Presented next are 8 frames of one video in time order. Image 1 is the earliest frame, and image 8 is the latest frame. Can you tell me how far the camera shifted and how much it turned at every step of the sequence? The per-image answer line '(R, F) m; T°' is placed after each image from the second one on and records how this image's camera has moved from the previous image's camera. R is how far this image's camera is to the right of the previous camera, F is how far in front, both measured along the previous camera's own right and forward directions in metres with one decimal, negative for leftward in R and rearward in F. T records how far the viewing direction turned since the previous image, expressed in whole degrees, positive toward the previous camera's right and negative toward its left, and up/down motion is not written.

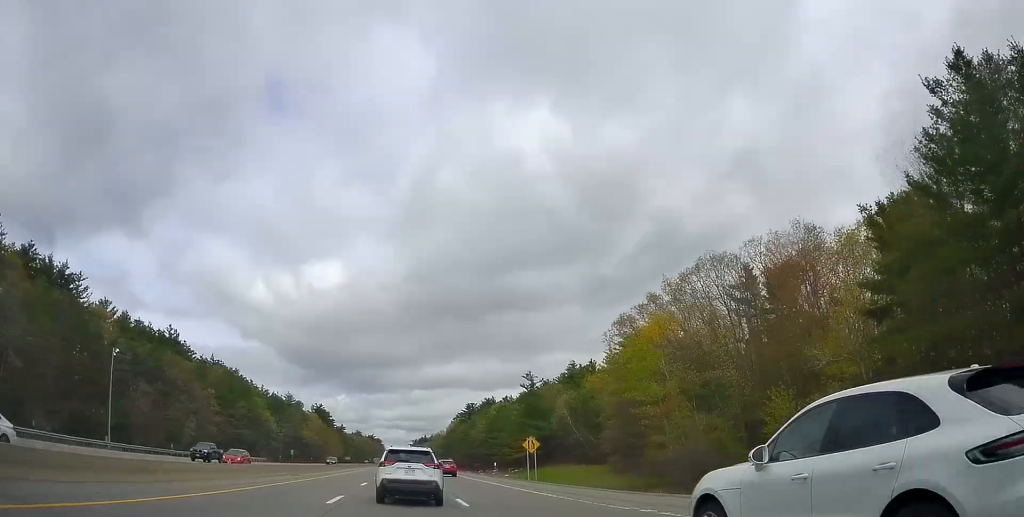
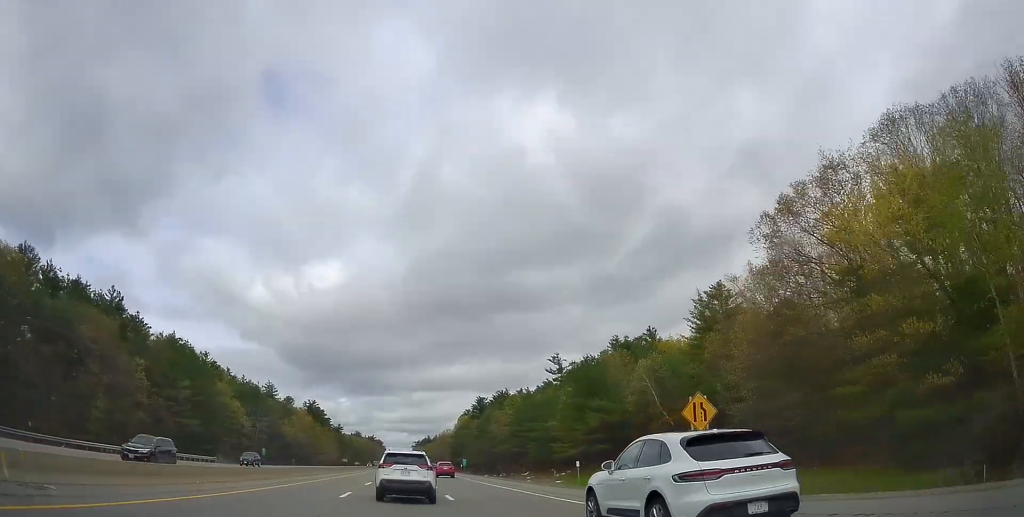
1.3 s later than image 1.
(+0.4, +34.2) m; 0°
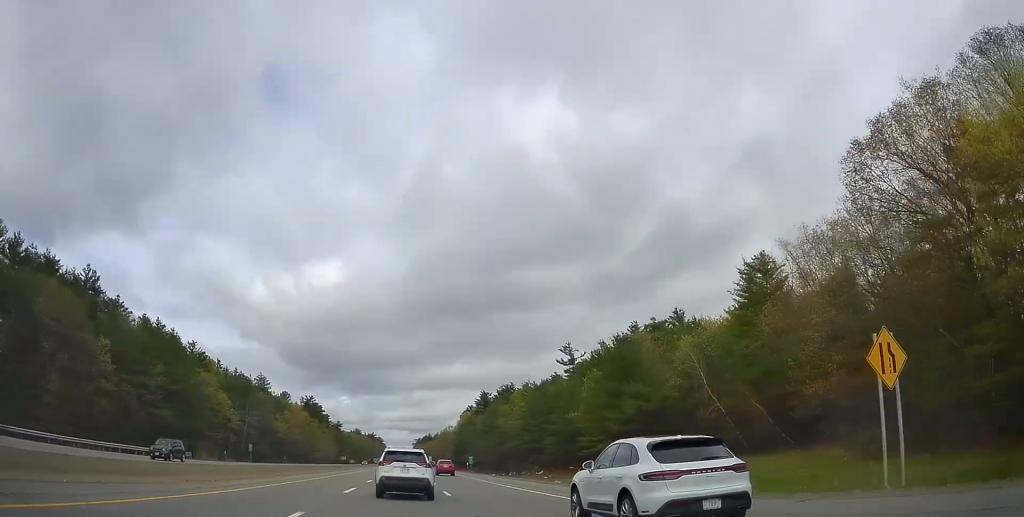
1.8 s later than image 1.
(-0.2, +10.9) m; -1°
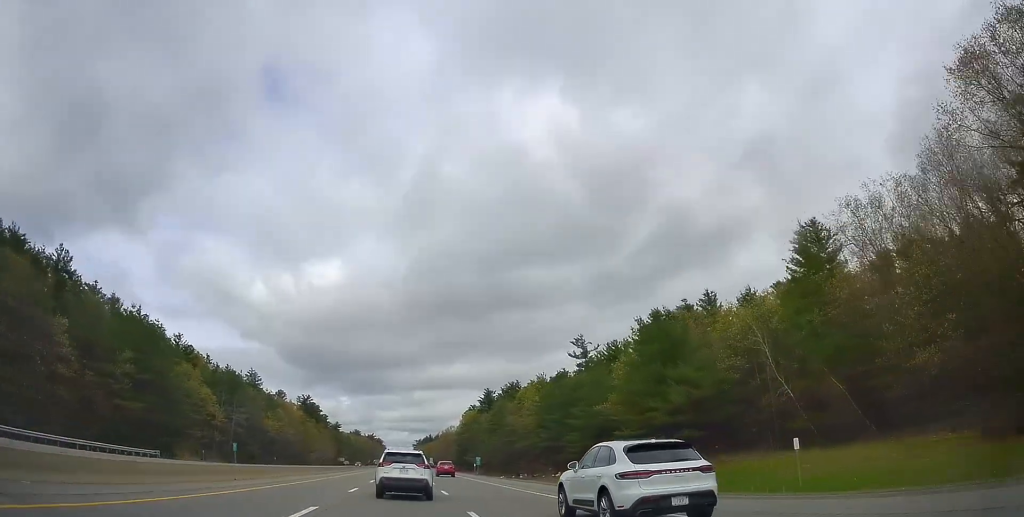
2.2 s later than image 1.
(0.0, +10.4) m; -1°
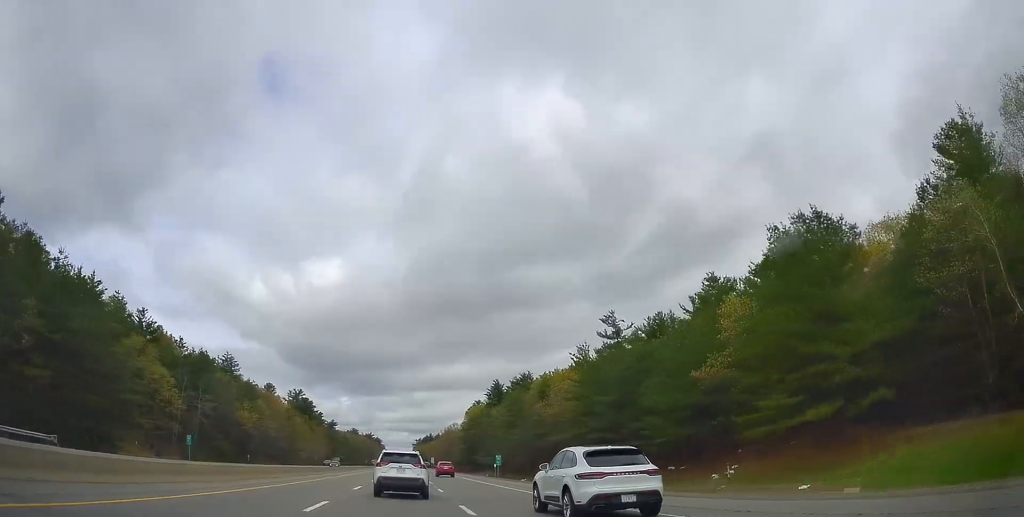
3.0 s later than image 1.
(-0.2, +21.3) m; 0°
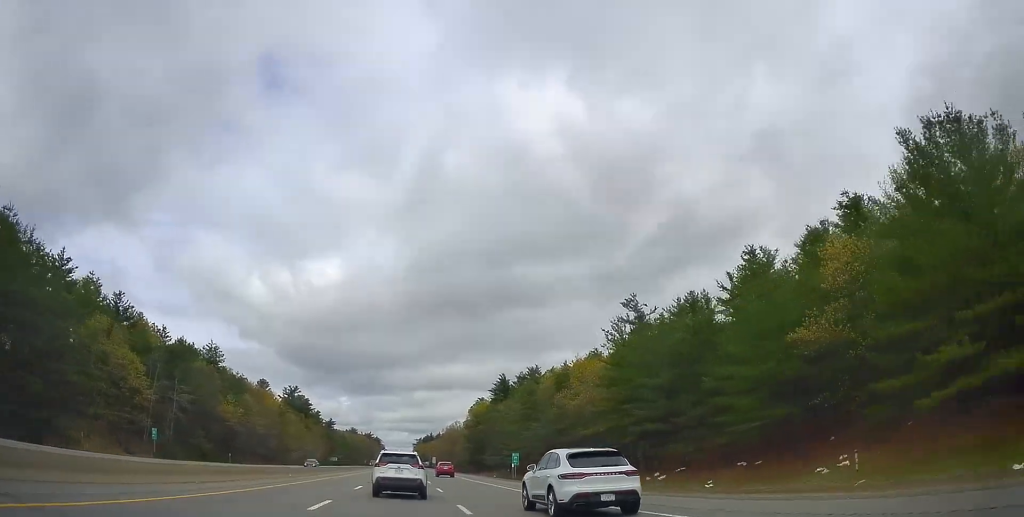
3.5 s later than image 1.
(0.0, +11.3) m; 0°
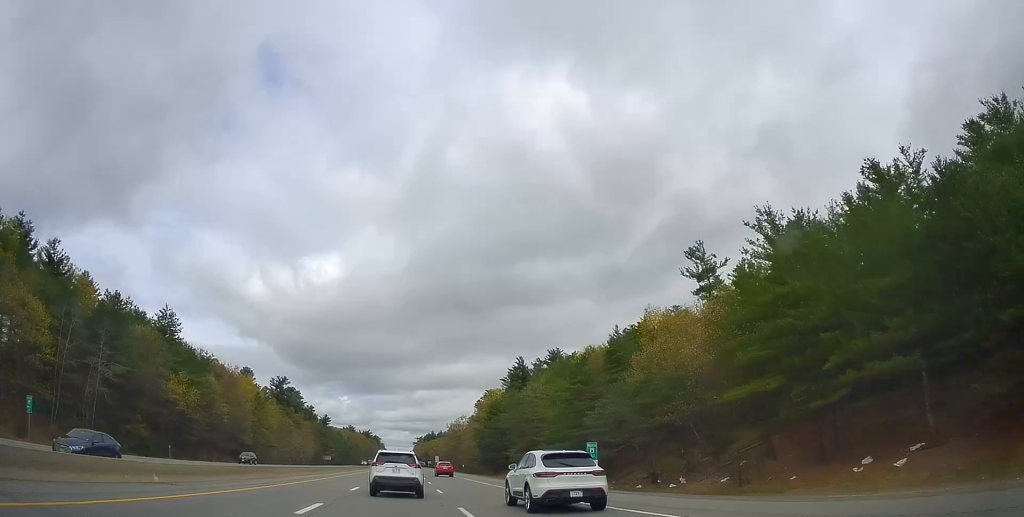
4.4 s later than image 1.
(+0.3, +25.0) m; +1°
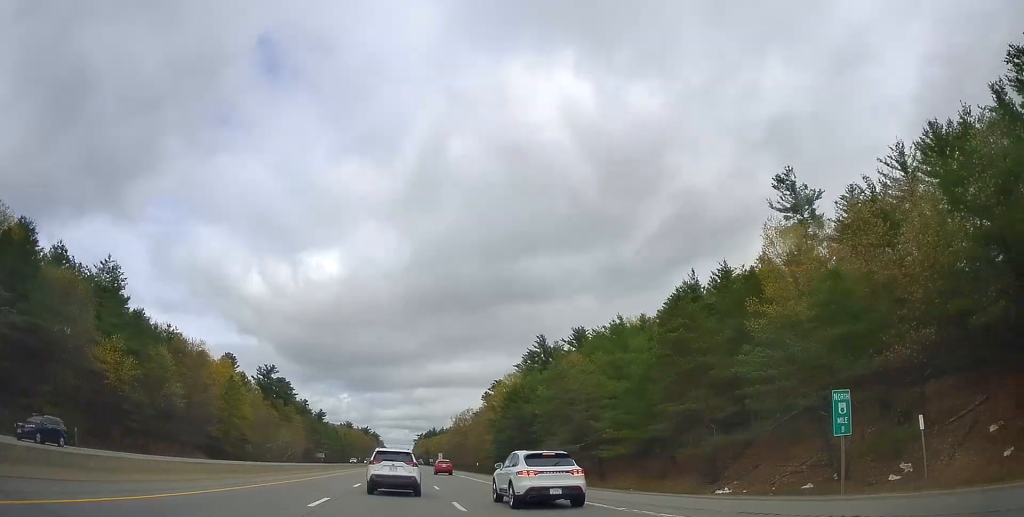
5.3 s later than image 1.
(-0.1, +21.8) m; 0°
